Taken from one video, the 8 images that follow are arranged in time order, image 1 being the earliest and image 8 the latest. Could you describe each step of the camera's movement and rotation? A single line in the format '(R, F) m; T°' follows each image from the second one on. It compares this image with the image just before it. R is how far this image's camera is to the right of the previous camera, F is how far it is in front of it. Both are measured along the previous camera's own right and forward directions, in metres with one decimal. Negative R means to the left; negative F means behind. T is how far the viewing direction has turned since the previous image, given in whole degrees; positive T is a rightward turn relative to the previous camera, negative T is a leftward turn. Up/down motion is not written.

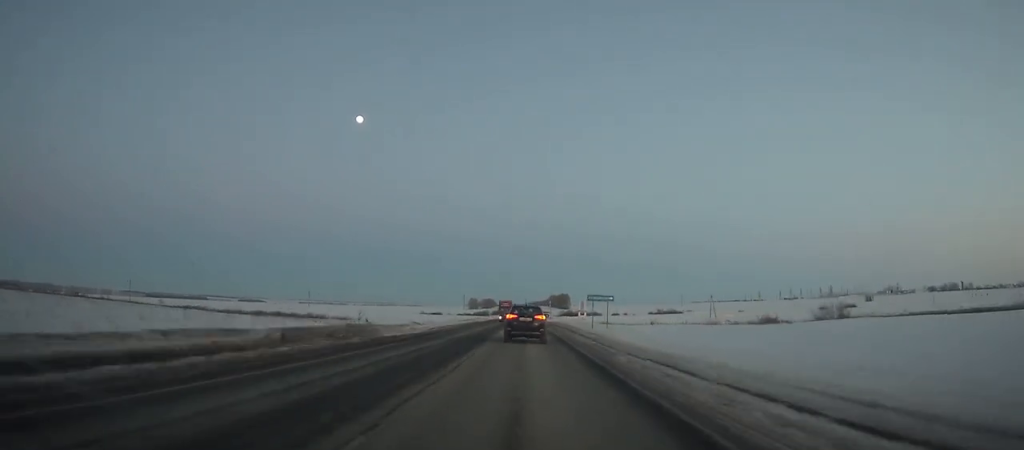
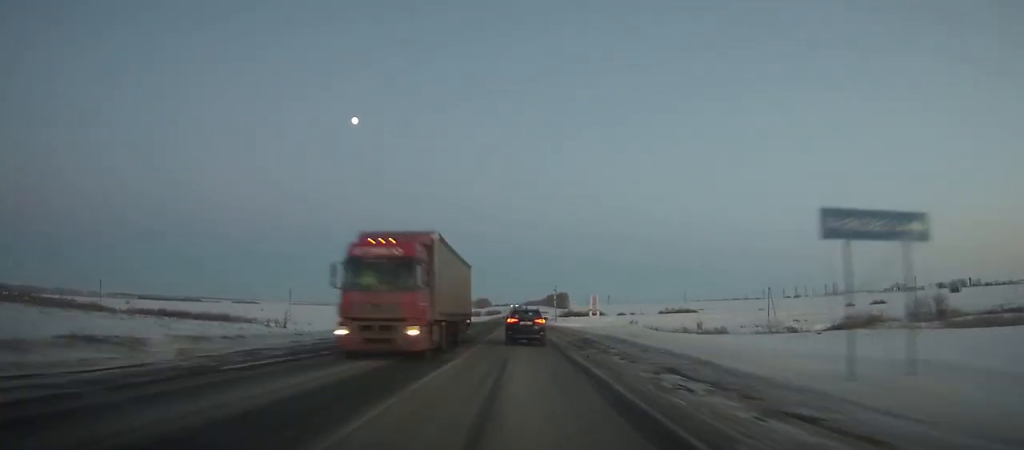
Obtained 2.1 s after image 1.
(0.0, +43.8) m; 0°
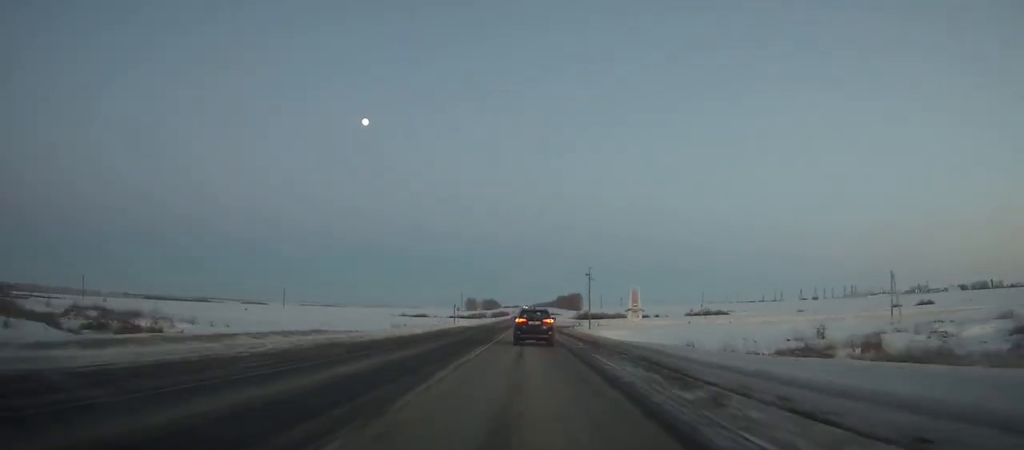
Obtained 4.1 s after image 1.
(-0.2, +42.1) m; 0°
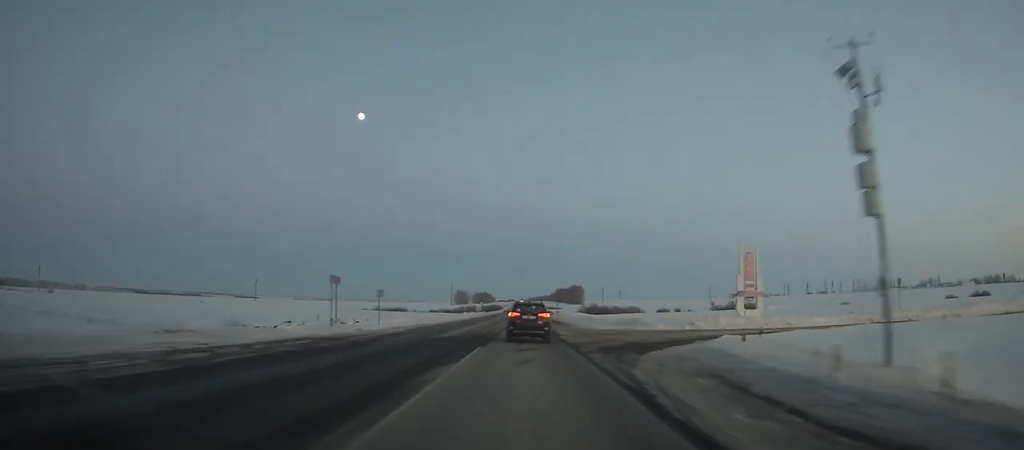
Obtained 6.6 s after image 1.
(-0.1, +52.8) m; 0°
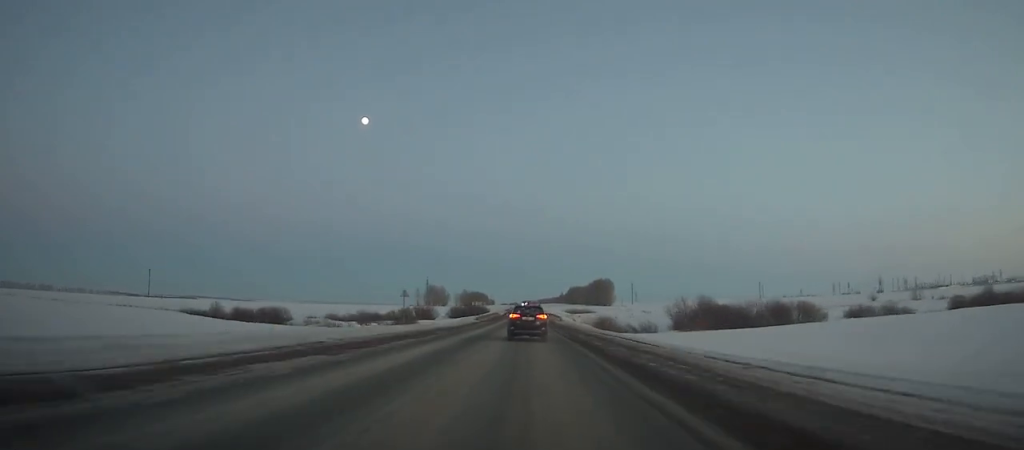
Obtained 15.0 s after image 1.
(0.0, +173.9) m; 0°
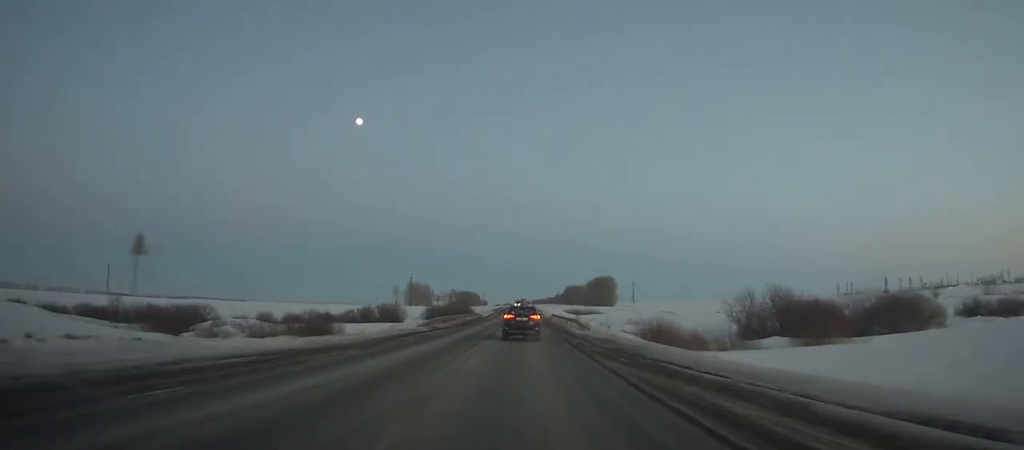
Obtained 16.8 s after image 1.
(0.0, +37.0) m; 0°
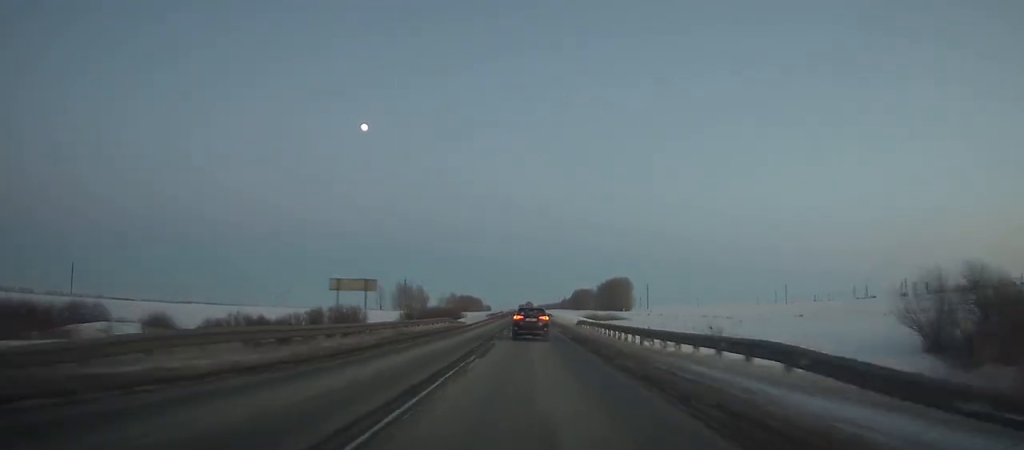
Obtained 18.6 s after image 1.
(0.0, +37.1) m; 0°
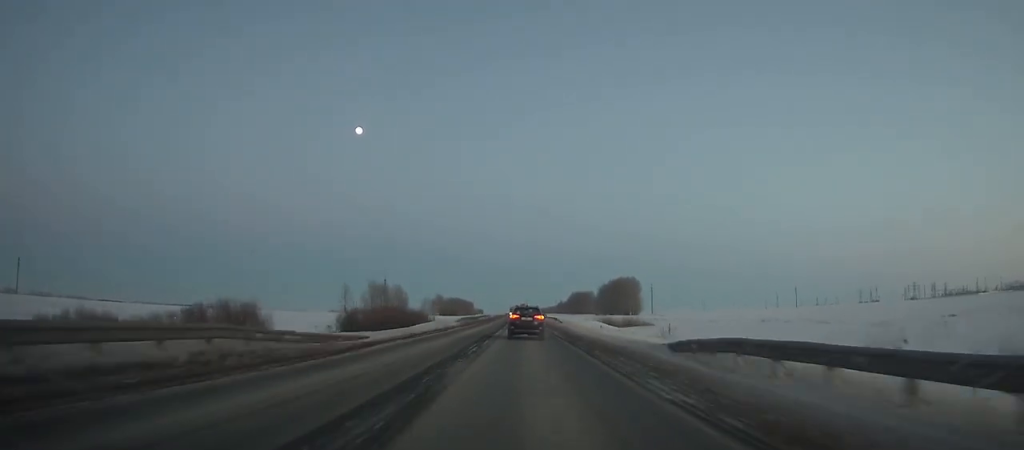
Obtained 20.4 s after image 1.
(0.0, +37.5) m; 0°
